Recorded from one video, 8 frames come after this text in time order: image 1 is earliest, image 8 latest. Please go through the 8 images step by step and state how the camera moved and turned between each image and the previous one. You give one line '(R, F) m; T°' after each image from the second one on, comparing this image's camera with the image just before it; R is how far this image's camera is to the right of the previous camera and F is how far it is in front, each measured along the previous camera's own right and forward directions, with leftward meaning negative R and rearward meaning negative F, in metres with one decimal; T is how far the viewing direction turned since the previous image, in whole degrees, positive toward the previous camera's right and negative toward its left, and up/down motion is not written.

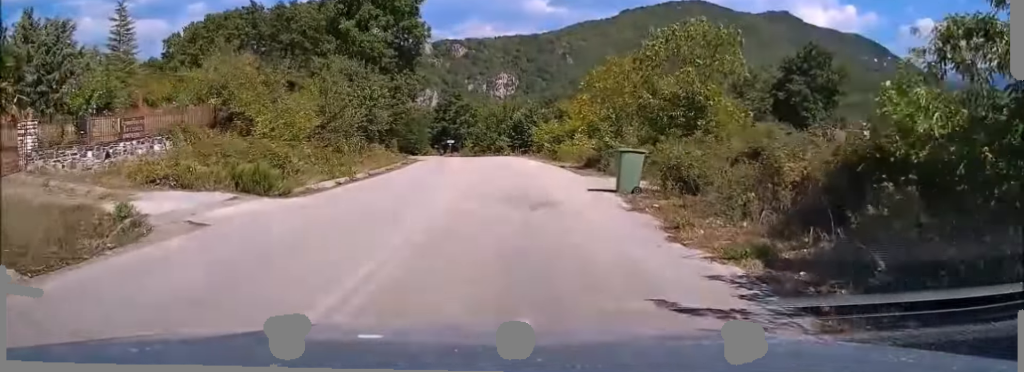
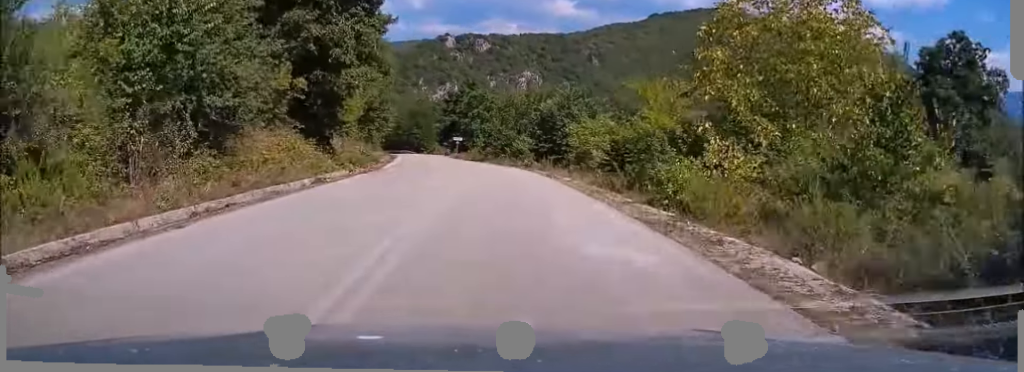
(0.0, +23.9) m; -1°
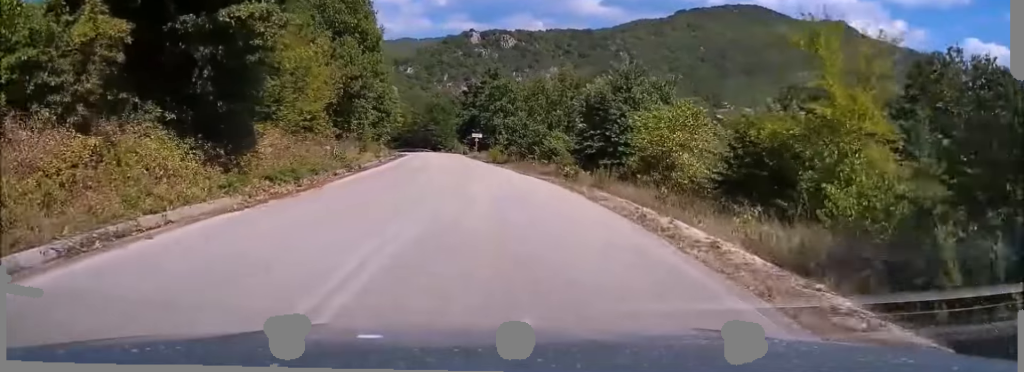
(-0.2, +14.6) m; -2°
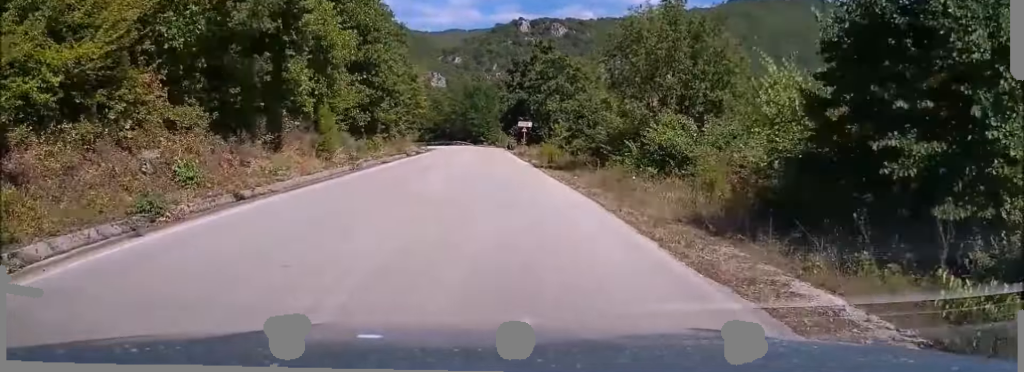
(-0.8, +22.0) m; -4°
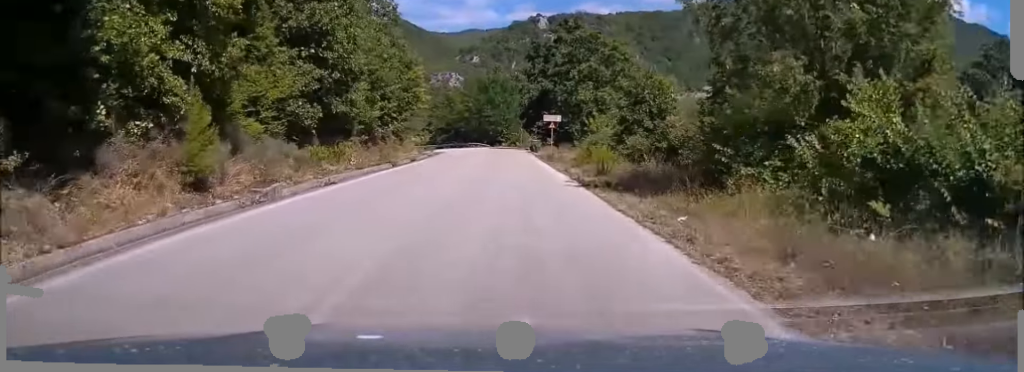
(-0.2, +13.5) m; -2°
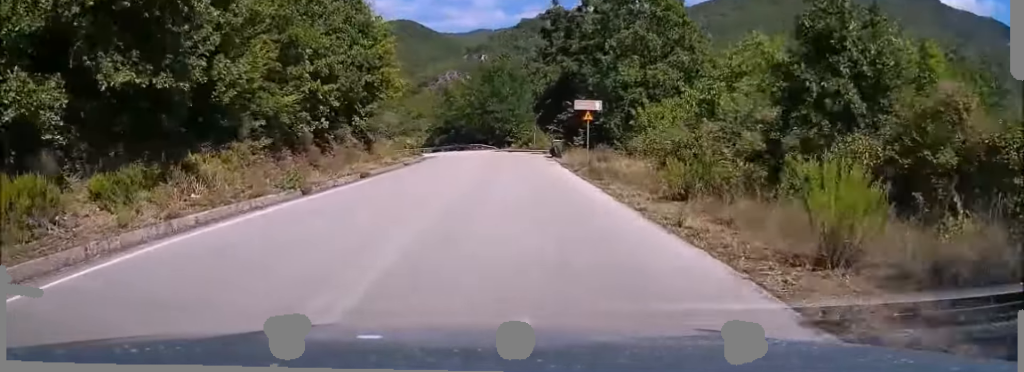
(-0.3, +17.2) m; -1°
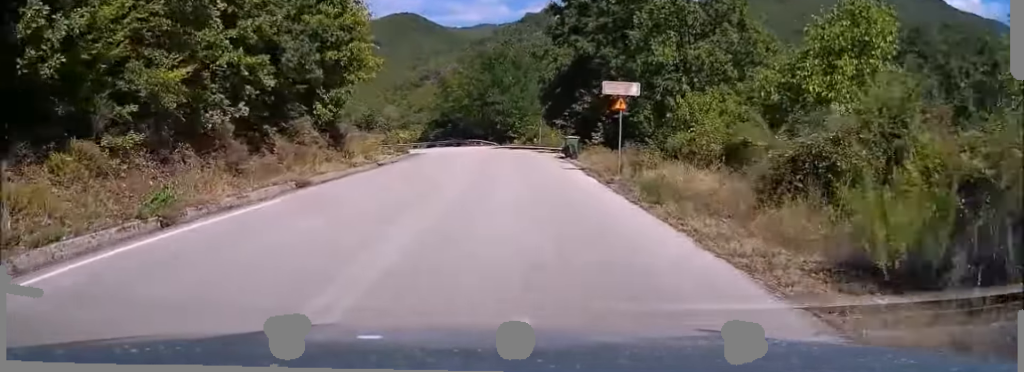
(0.0, +8.2) m; 0°
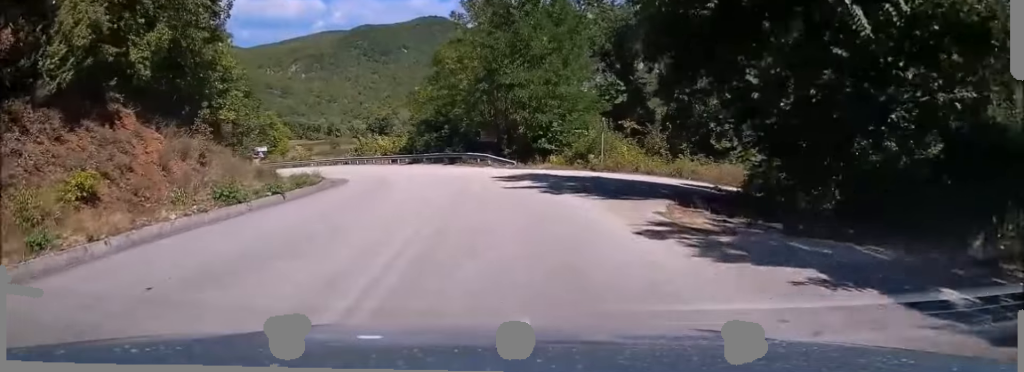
(-0.7, +31.6) m; -5°
